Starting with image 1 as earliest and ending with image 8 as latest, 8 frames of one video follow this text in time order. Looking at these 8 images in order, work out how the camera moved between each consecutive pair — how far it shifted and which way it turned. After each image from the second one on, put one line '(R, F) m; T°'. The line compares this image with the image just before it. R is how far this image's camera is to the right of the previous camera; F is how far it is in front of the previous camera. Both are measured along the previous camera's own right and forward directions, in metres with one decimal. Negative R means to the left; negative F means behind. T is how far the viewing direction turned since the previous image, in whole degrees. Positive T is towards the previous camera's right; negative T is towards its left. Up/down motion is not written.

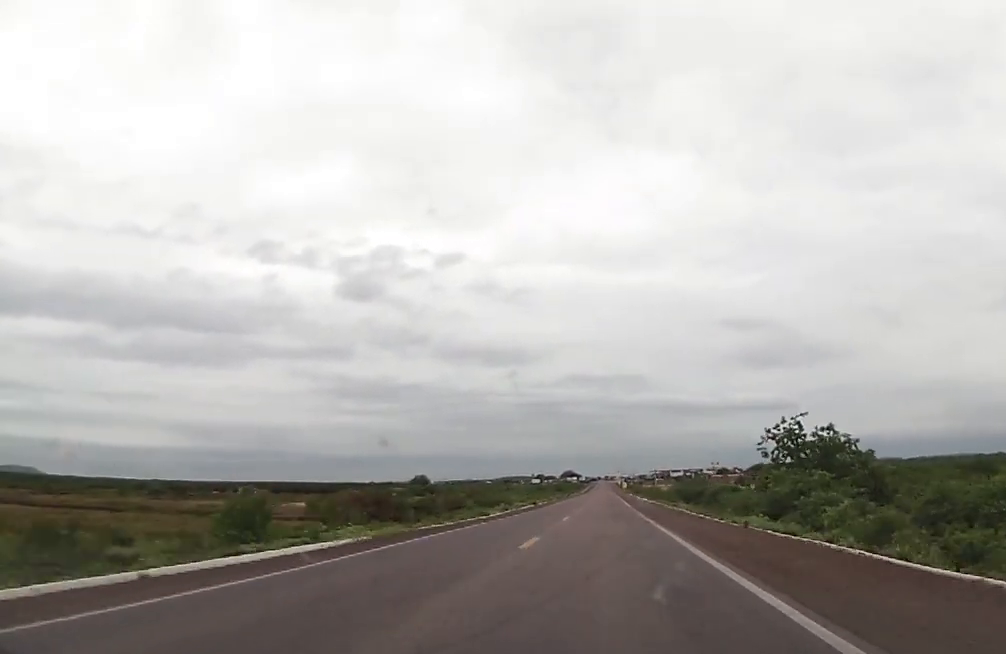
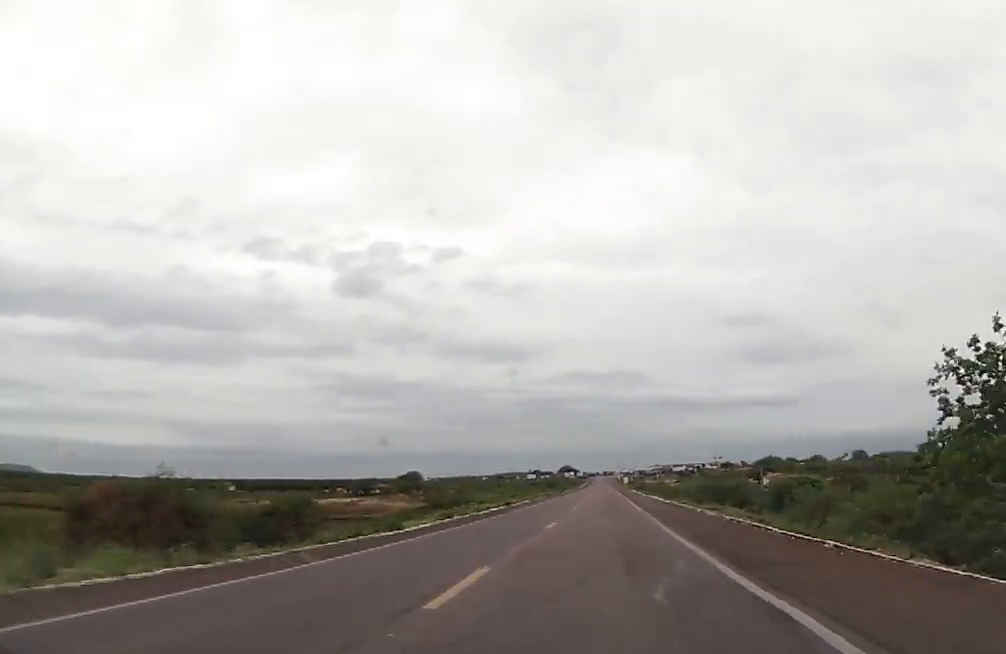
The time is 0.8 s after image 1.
(+0.1, +25.7) m; 0°
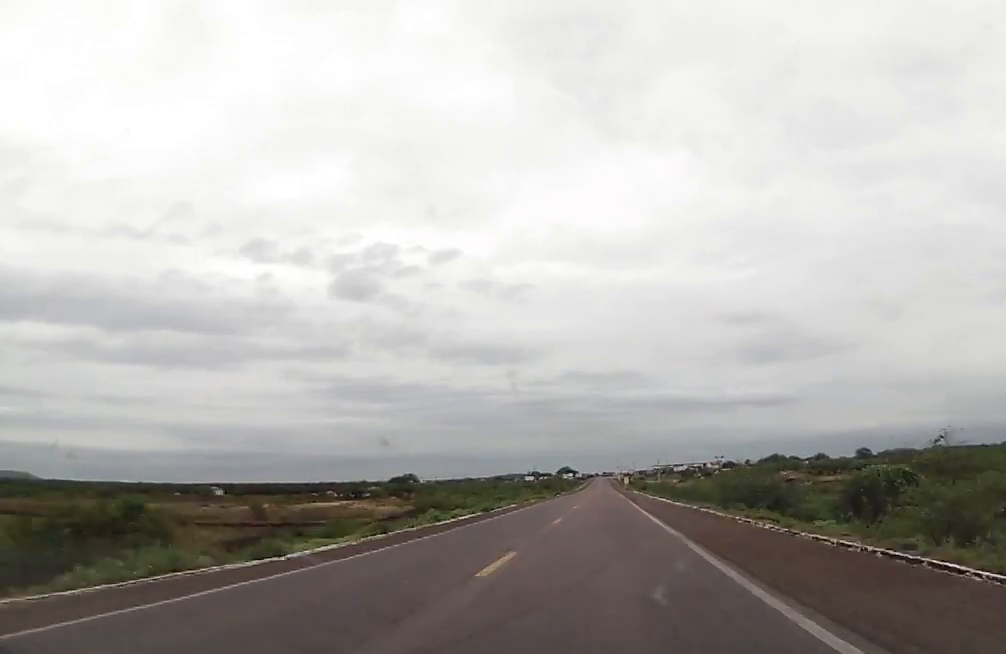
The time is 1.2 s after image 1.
(0.0, +13.3) m; 0°
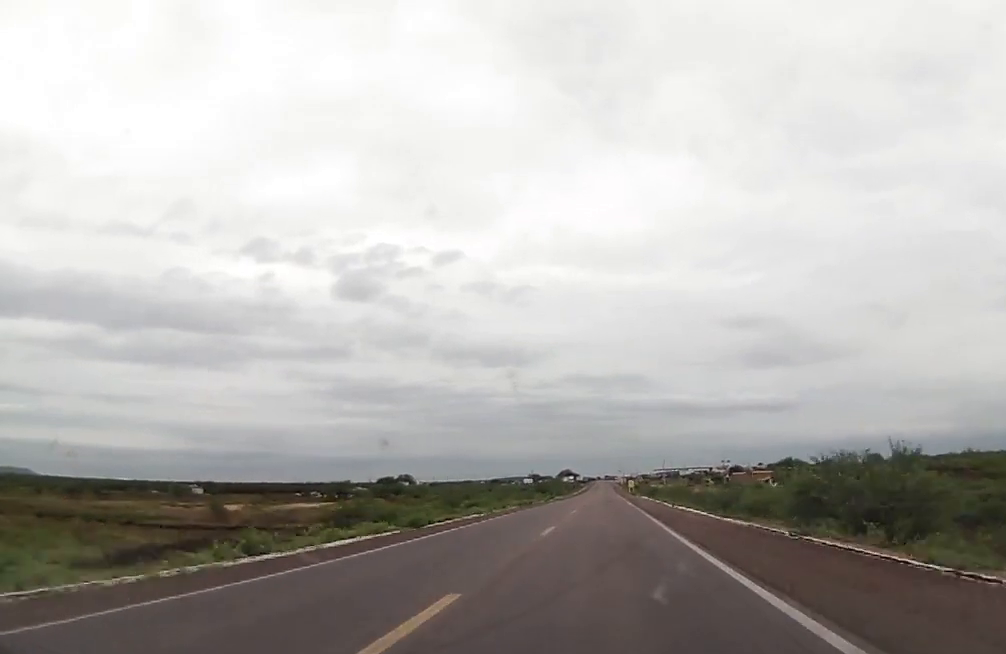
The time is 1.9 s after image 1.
(+0.2, +22.9) m; 0°
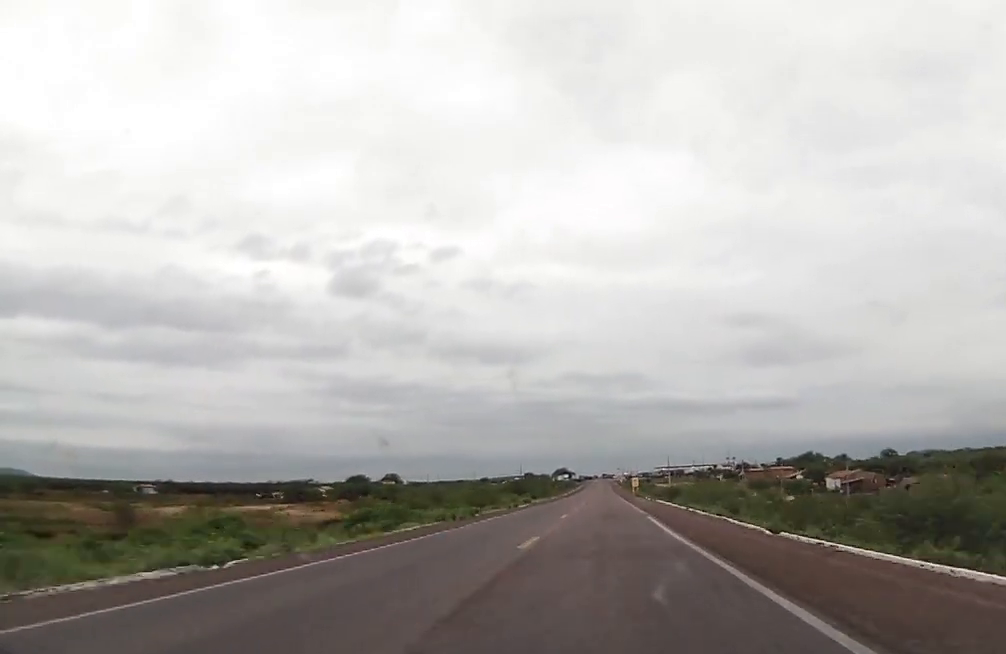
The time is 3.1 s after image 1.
(-0.5, +38.6) m; -1°
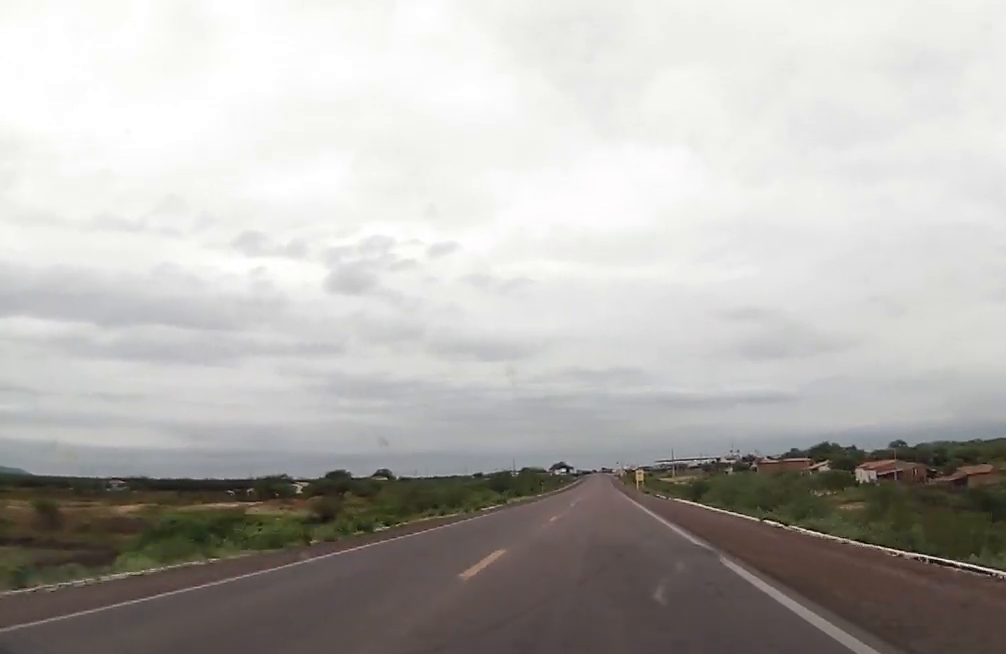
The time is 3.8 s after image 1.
(0.0, +23.1) m; +1°
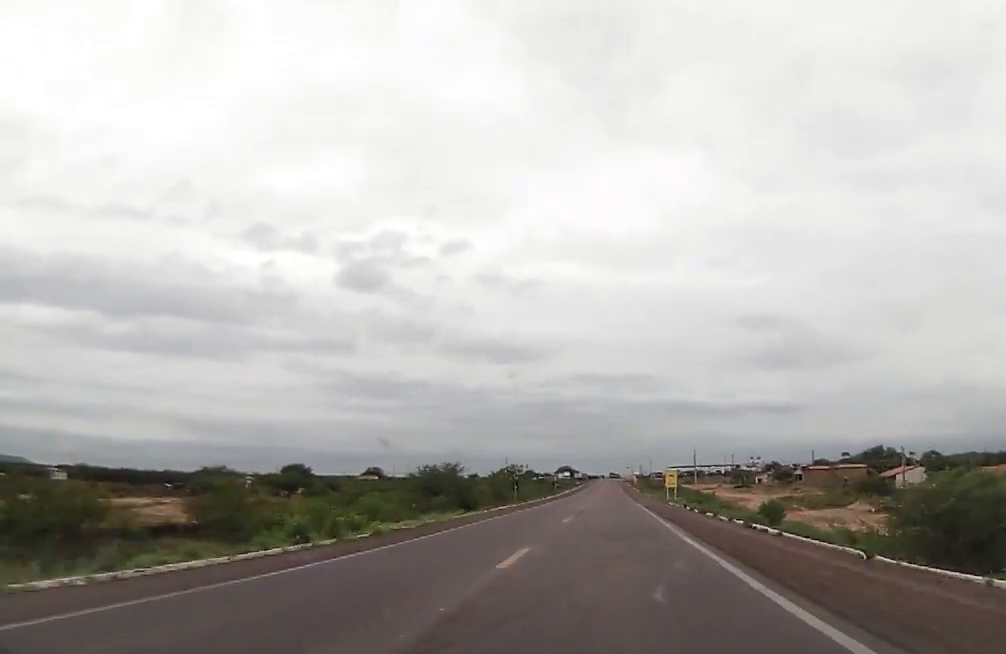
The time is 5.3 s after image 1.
(+0.9, +47.4) m; 0°
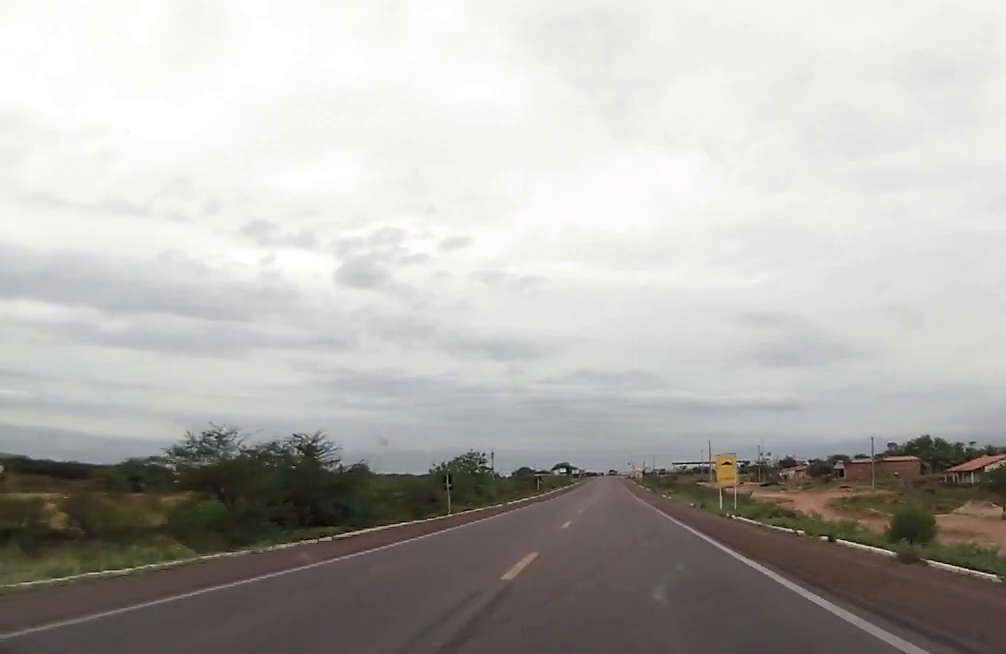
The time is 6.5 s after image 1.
(-0.8, +35.2) m; -1°
